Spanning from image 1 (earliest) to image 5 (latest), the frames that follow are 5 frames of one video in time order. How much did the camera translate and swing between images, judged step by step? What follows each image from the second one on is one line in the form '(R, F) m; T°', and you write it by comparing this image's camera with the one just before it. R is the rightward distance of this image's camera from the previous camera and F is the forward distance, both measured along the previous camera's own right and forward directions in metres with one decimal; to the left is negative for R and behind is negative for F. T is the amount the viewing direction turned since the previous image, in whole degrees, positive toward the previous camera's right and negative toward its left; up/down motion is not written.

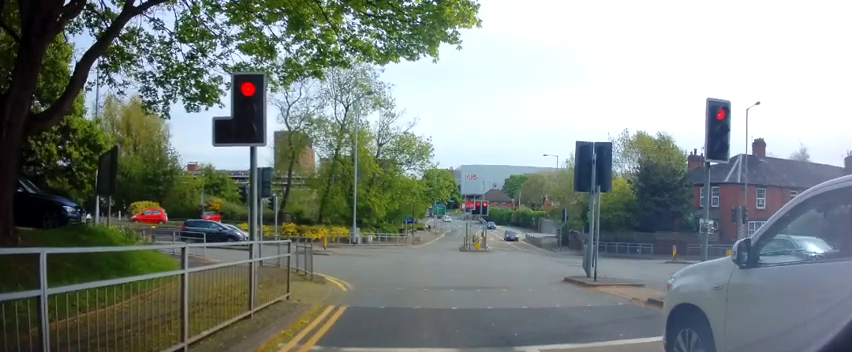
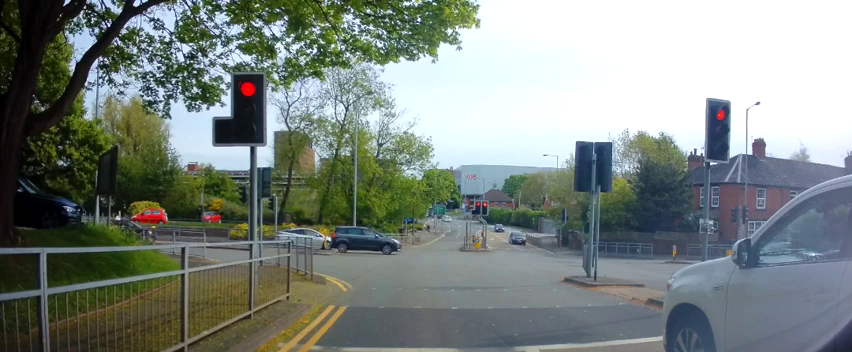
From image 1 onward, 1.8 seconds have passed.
(0.0, 0.0) m; 0°
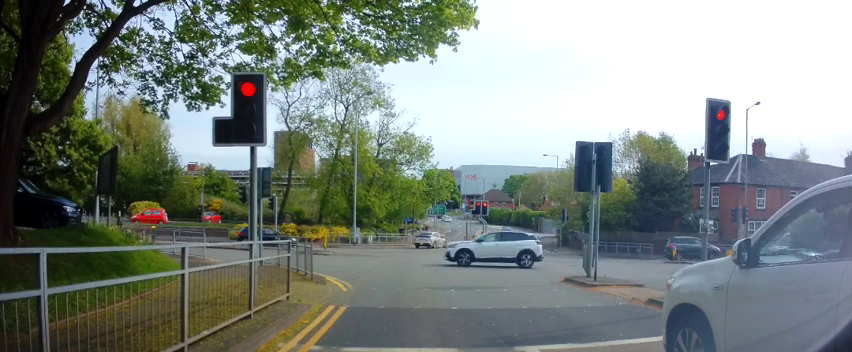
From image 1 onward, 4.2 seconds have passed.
(0.0, 0.0) m; 0°
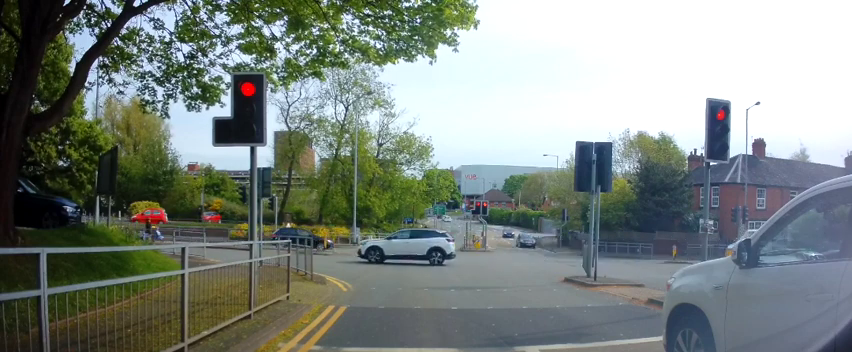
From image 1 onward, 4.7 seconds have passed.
(0.0, 0.0) m; 0°
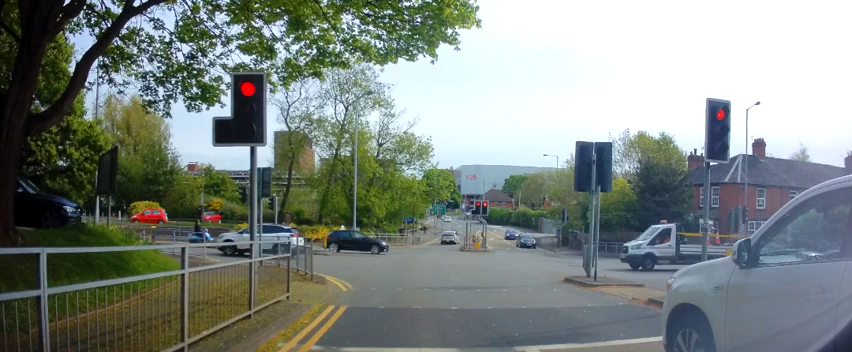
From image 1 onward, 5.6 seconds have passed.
(0.0, 0.0) m; 0°
